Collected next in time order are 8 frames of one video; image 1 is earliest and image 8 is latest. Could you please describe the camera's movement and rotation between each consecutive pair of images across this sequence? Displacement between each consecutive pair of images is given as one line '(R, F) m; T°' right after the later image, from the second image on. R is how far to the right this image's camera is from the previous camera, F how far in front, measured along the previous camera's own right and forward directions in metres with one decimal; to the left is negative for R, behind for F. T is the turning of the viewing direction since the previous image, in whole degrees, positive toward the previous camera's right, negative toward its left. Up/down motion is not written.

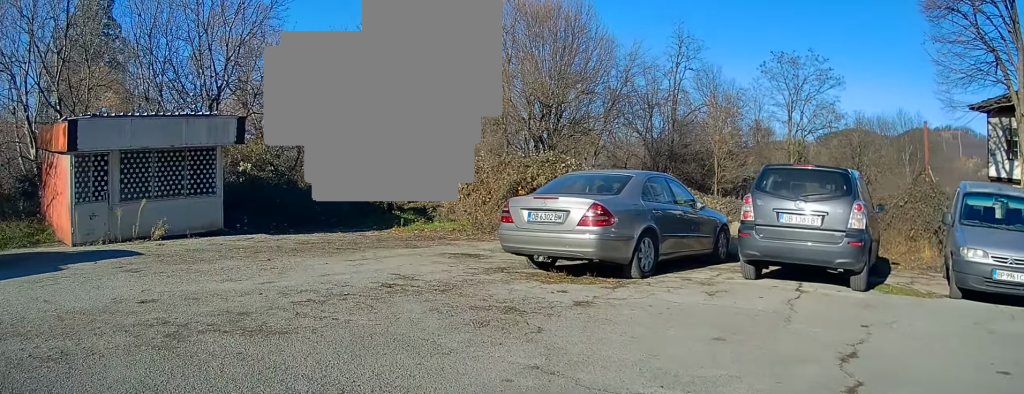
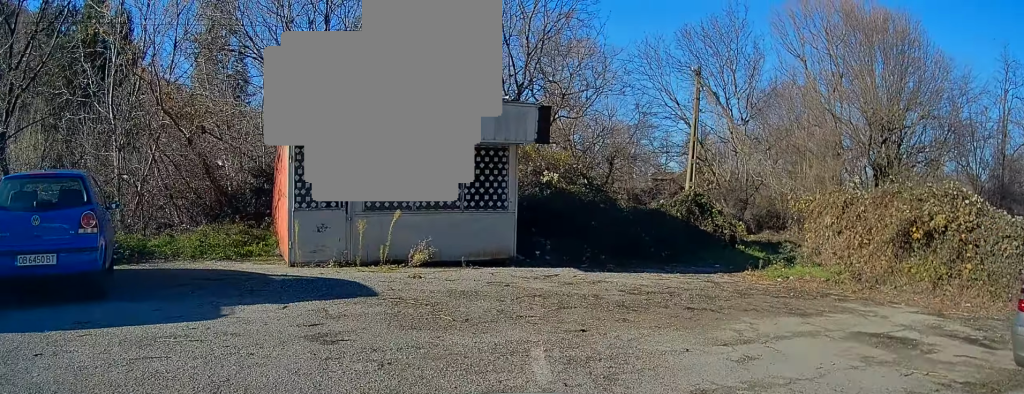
(-1.8, +3.9) m; -29°
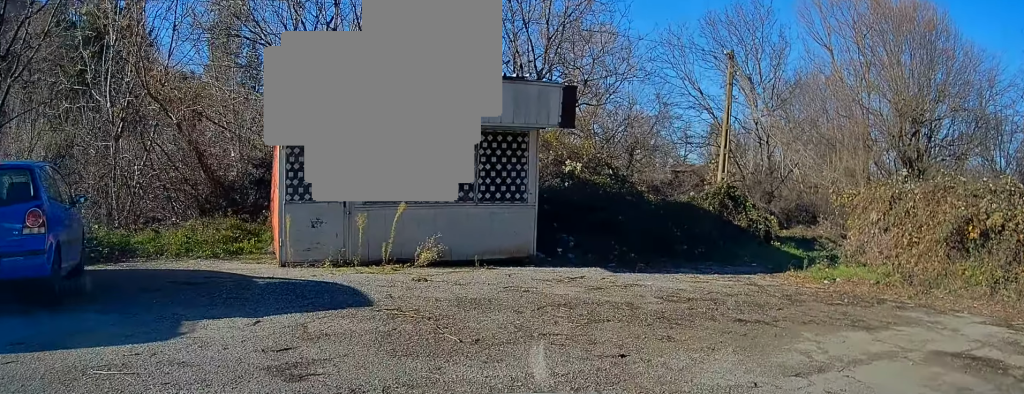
(-0.1, +1.4) m; +2°
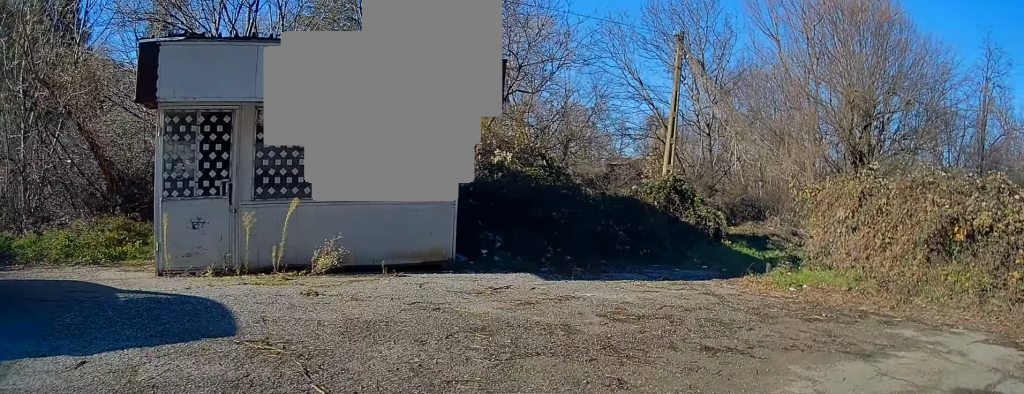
(+0.3, +1.5) m; +13°
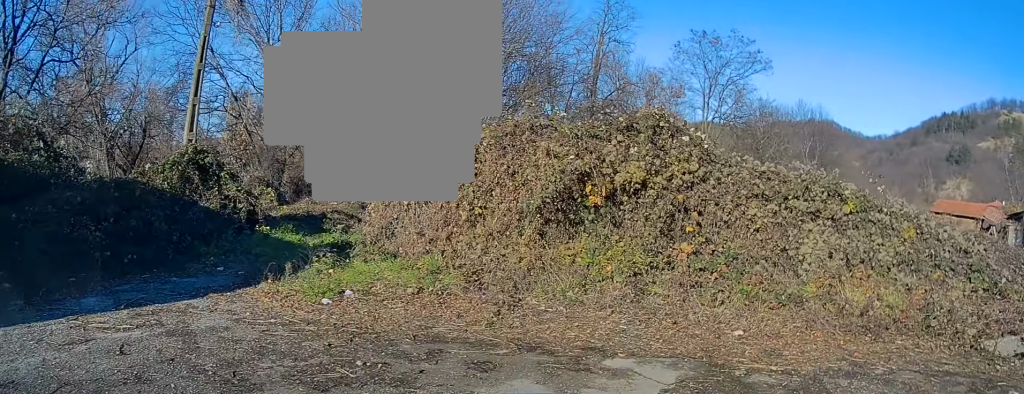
(+0.9, +3.6) m; +25°
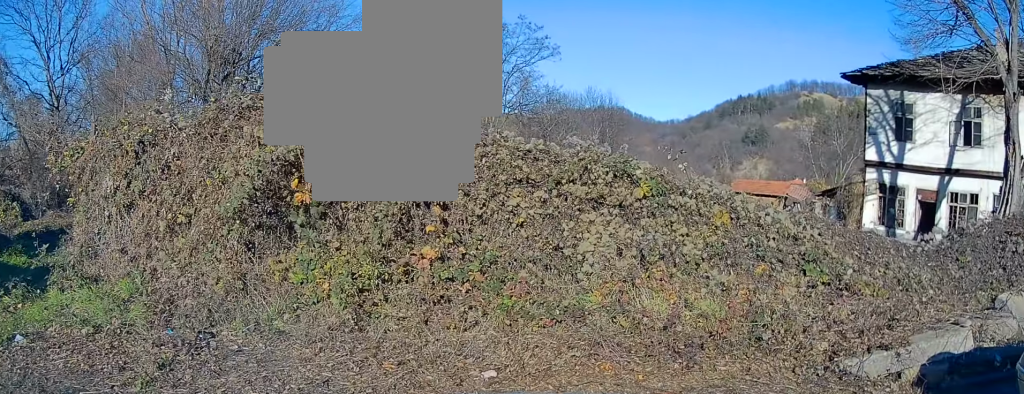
(+0.1, +1.9) m; +10°
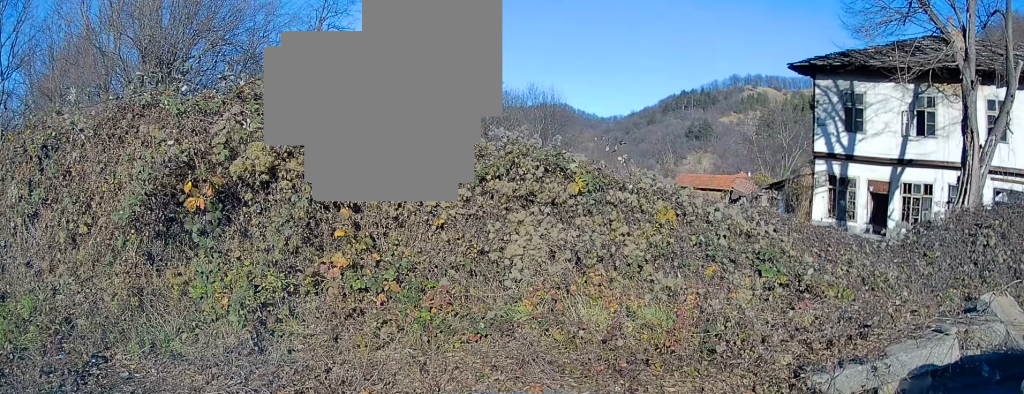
(+0.3, +0.8) m; 0°
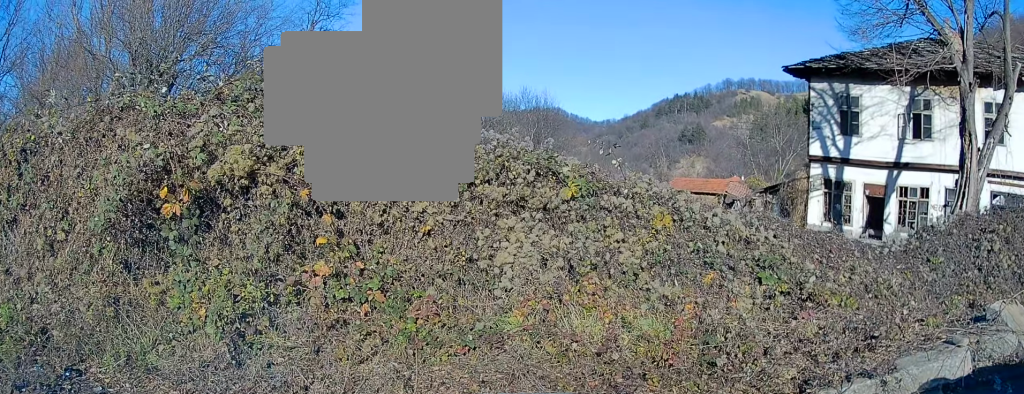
(0.0, +0.3) m; 0°
